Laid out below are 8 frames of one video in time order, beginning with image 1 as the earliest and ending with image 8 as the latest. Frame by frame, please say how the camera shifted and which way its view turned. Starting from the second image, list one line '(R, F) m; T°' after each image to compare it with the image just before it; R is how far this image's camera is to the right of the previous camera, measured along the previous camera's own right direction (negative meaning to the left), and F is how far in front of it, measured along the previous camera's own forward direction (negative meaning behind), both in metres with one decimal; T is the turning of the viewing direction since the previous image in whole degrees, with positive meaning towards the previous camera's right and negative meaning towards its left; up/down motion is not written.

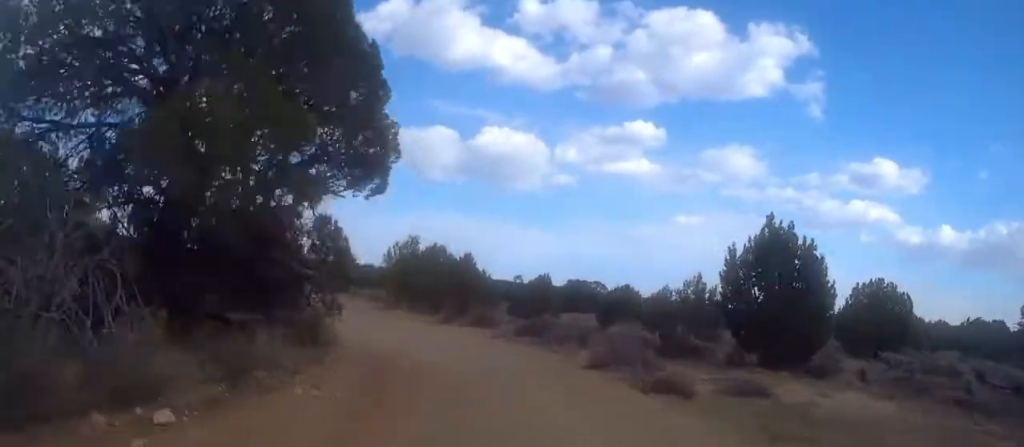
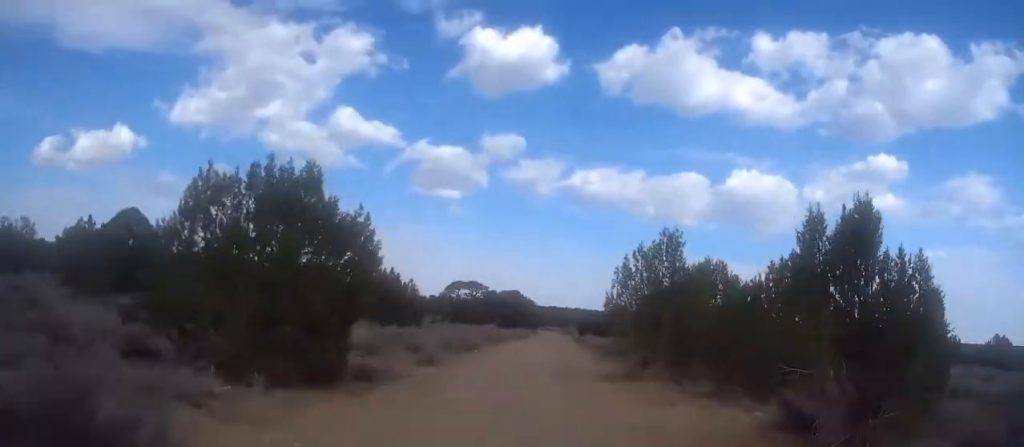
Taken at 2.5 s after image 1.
(-2.0, +22.7) m; -11°
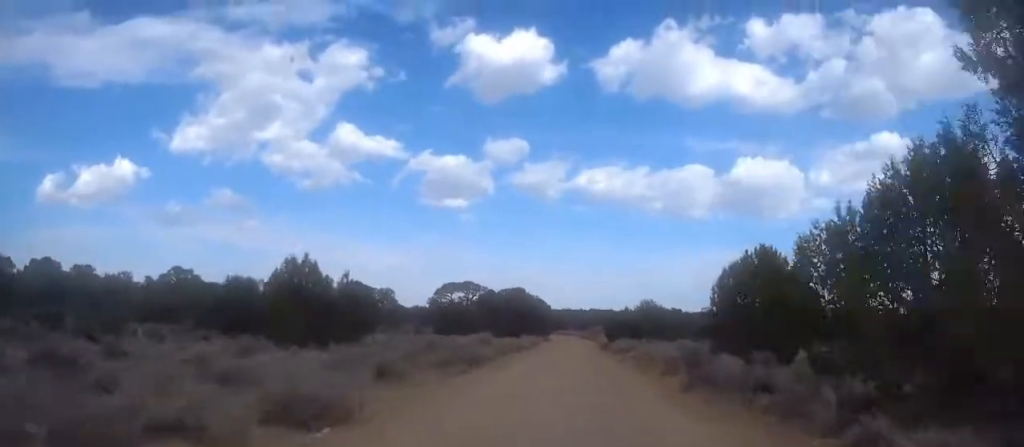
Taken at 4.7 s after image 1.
(-1.9, +21.1) m; -8°
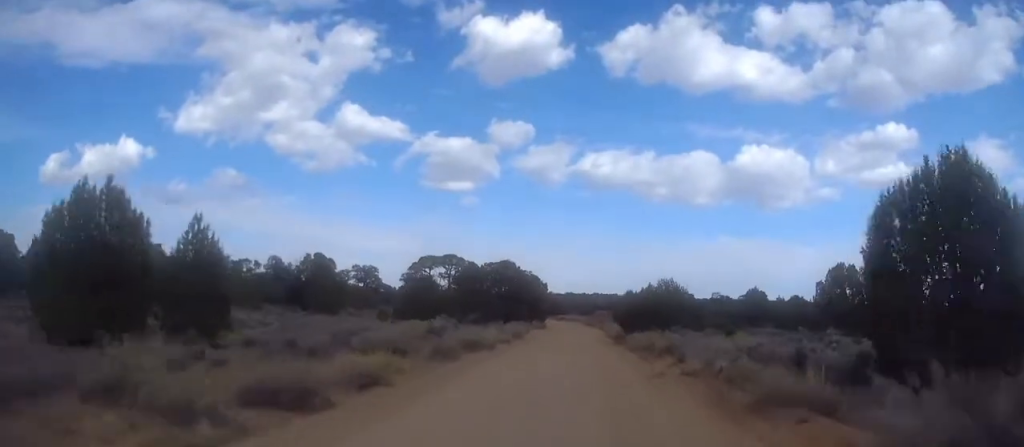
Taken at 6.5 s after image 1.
(-0.7, +16.3) m; -3°
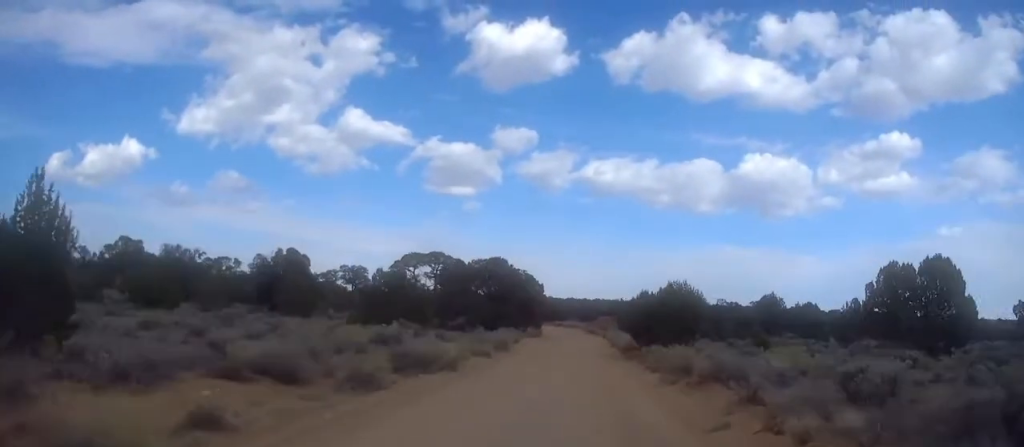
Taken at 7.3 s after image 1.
(-0.1, +8.2) m; -1°
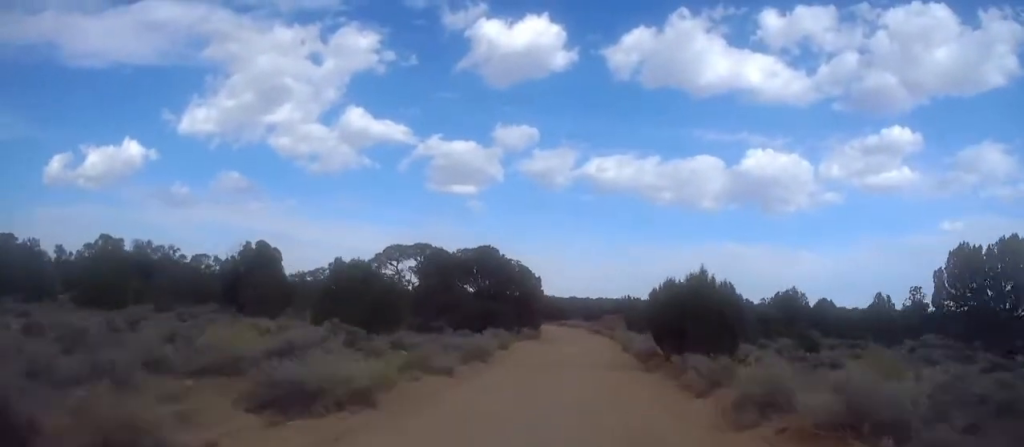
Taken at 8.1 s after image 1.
(0.0, +7.6) m; -1°
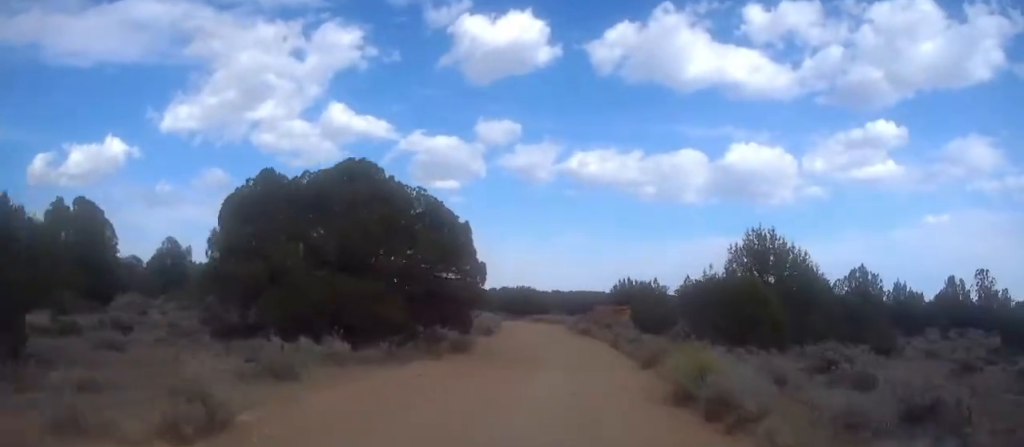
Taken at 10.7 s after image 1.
(-0.2, +23.8) m; +1°
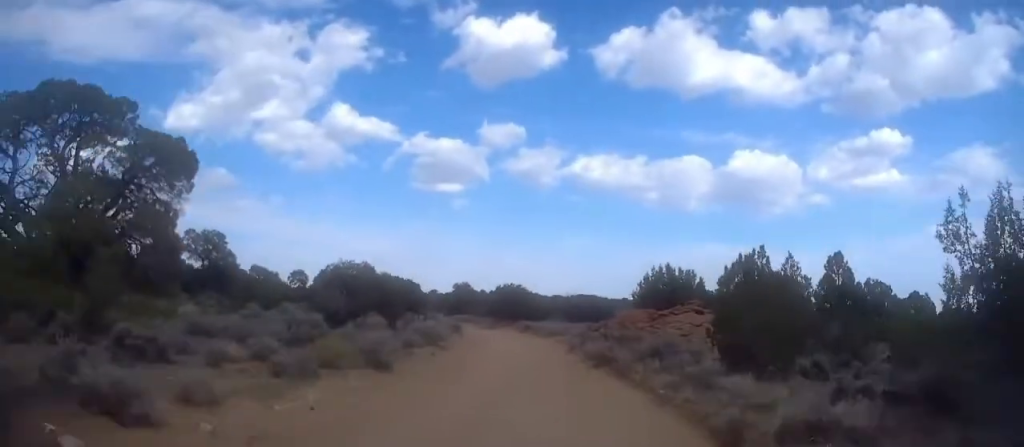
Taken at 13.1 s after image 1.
(+0.6, +21.6) m; +1°
